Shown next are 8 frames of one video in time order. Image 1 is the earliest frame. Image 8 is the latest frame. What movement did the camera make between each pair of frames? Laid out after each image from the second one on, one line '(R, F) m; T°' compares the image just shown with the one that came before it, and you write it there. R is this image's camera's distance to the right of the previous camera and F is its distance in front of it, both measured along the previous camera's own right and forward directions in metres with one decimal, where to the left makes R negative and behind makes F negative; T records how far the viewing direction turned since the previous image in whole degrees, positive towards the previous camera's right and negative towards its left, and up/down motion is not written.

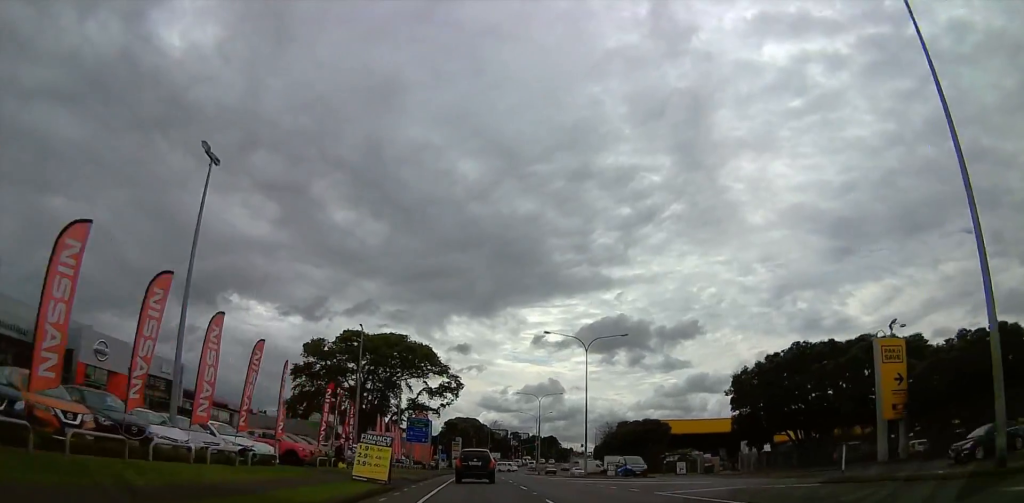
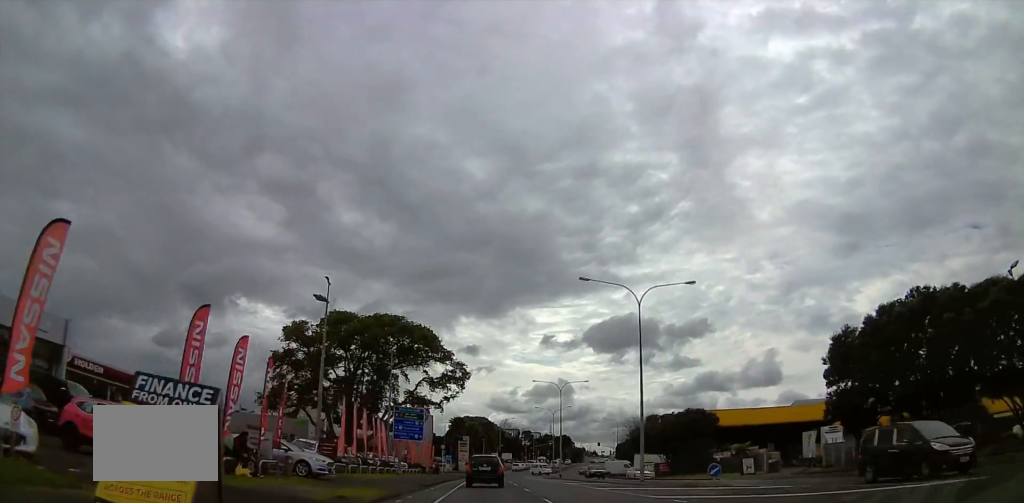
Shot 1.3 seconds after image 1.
(+1.0, +16.1) m; +3°
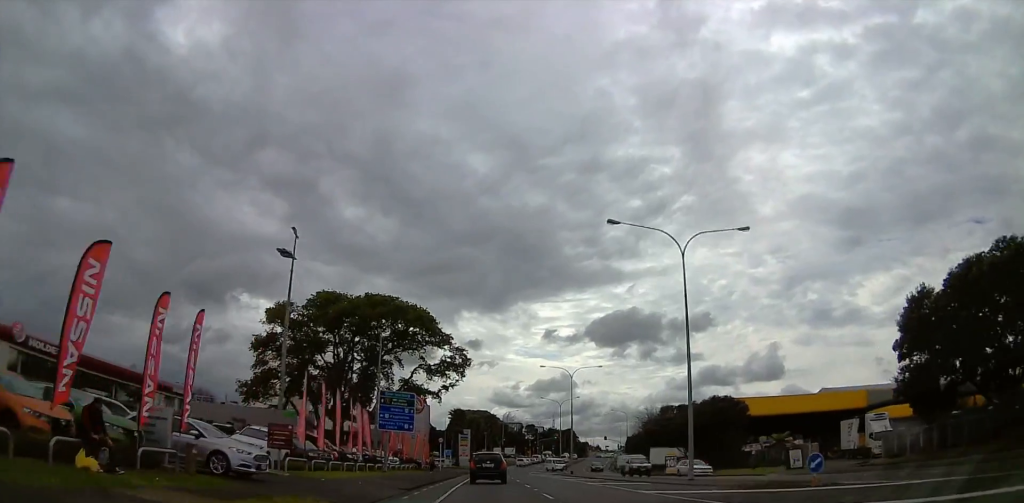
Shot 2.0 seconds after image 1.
(-0.2, +8.8) m; -1°
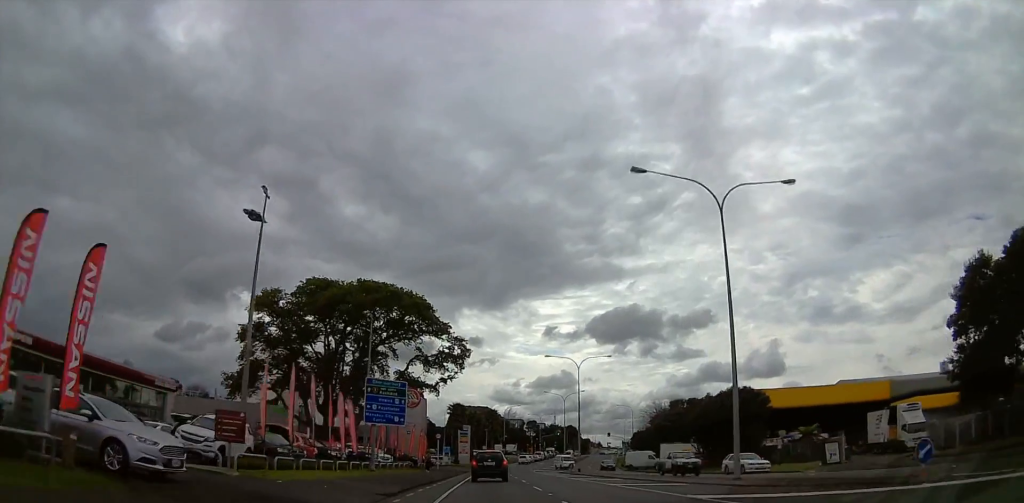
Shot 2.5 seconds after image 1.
(0.0, +5.4) m; 0°
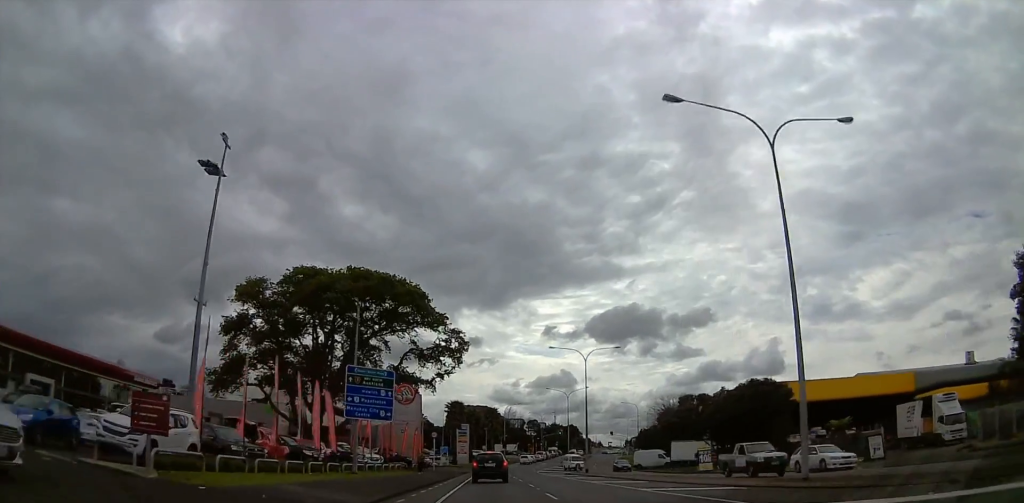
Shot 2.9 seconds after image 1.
(0.0, +5.4) m; 0°
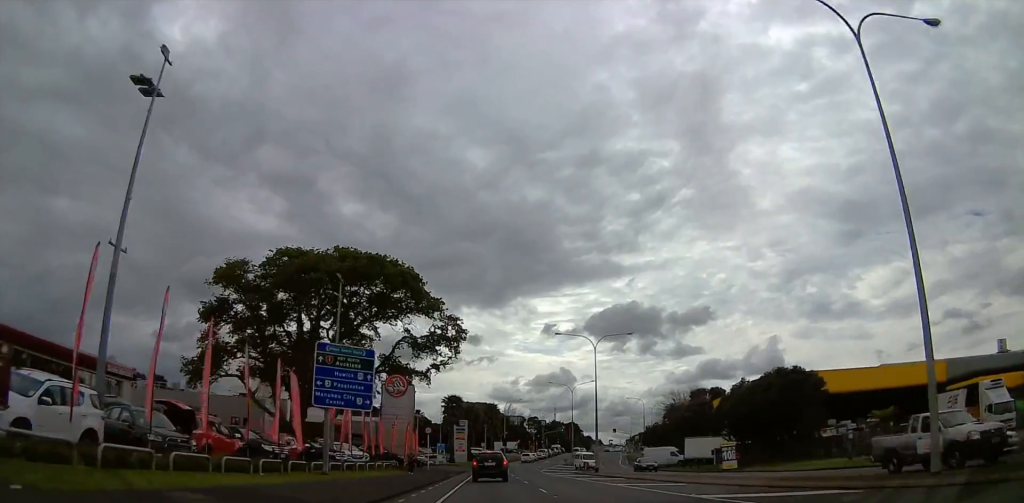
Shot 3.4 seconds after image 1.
(0.0, +5.9) m; +1°
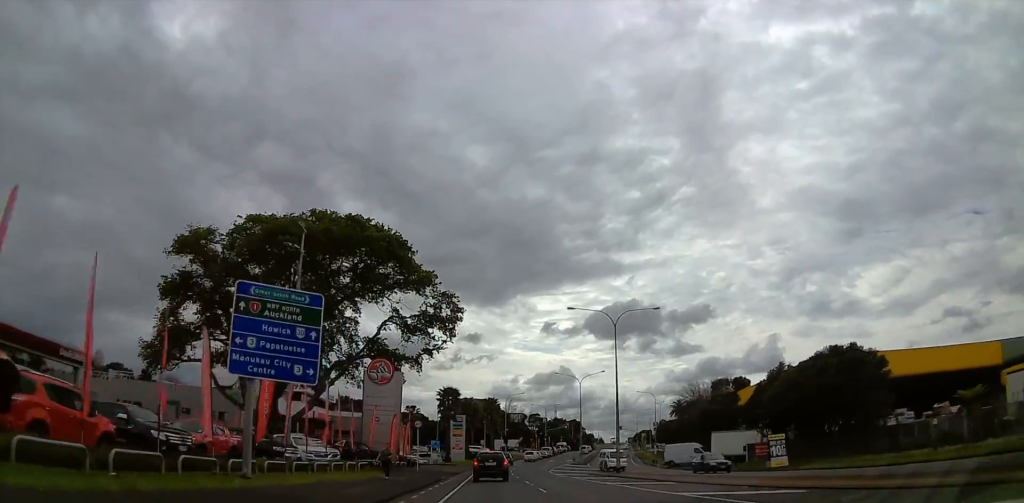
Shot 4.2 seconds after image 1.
(-0.1, +9.3) m; +2°
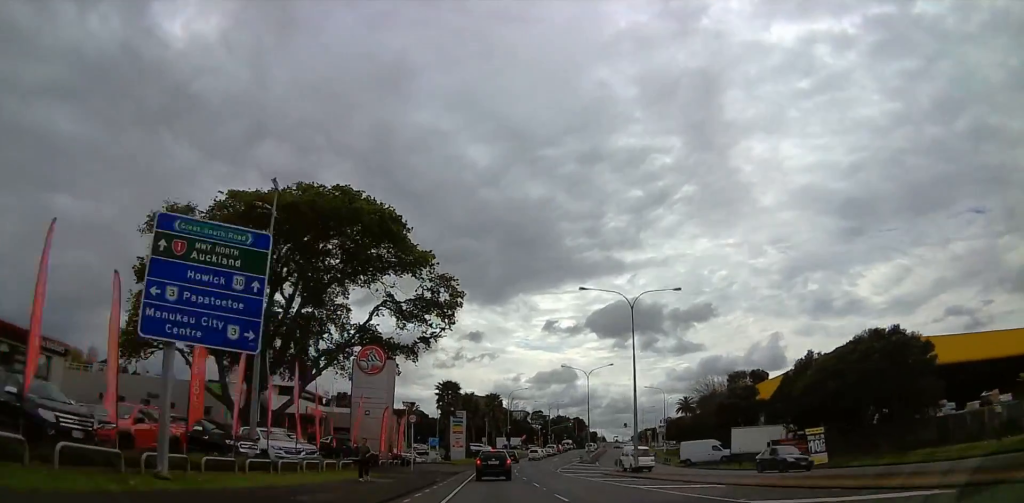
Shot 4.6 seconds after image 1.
(+0.2, +5.4) m; +2°
